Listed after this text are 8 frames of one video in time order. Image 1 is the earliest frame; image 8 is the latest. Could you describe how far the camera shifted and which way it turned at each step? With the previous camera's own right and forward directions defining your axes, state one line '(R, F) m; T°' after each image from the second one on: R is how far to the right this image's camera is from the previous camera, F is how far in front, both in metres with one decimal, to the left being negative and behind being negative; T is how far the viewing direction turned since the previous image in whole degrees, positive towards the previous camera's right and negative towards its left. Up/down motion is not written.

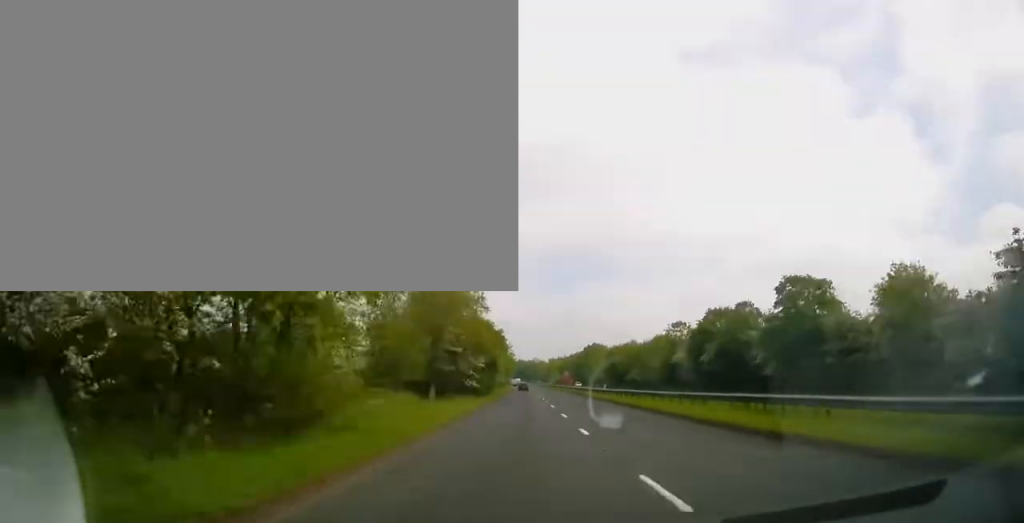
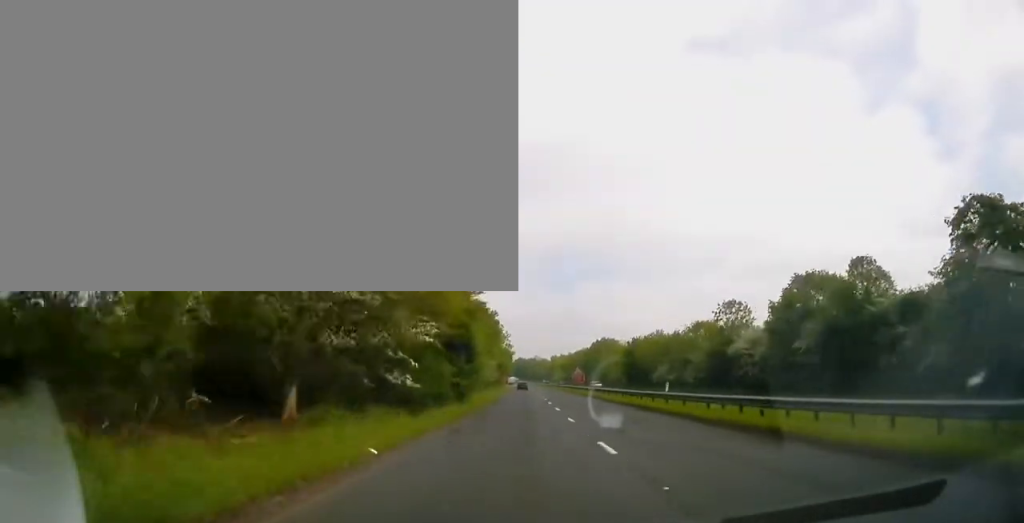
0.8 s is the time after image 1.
(0.0, +22.3) m; 0°
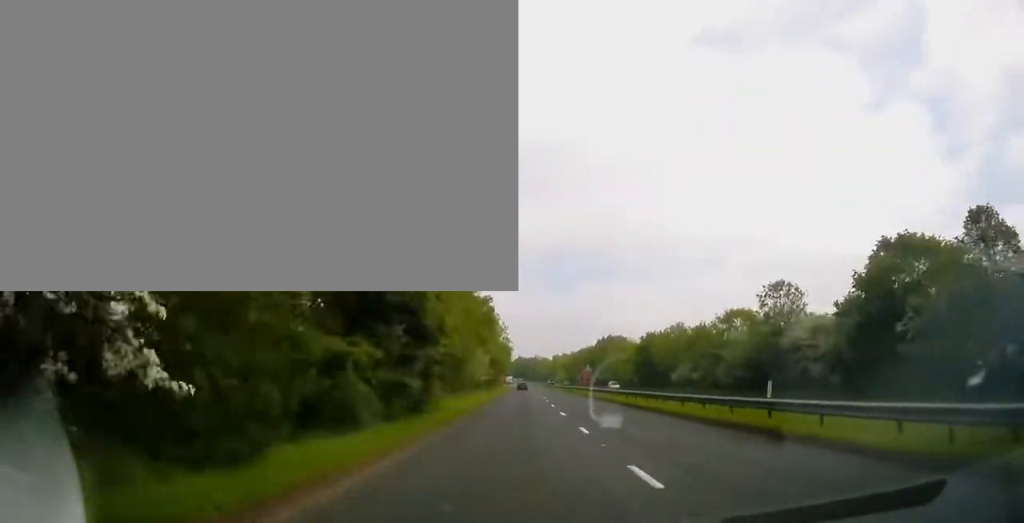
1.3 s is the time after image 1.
(0.0, +12.4) m; 0°
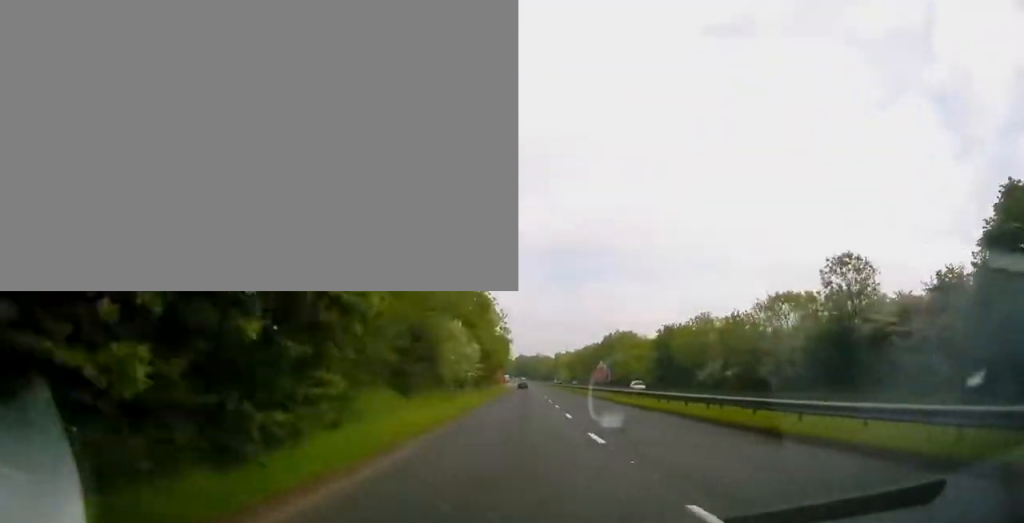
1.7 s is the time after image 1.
(0.0, +10.6) m; 0°
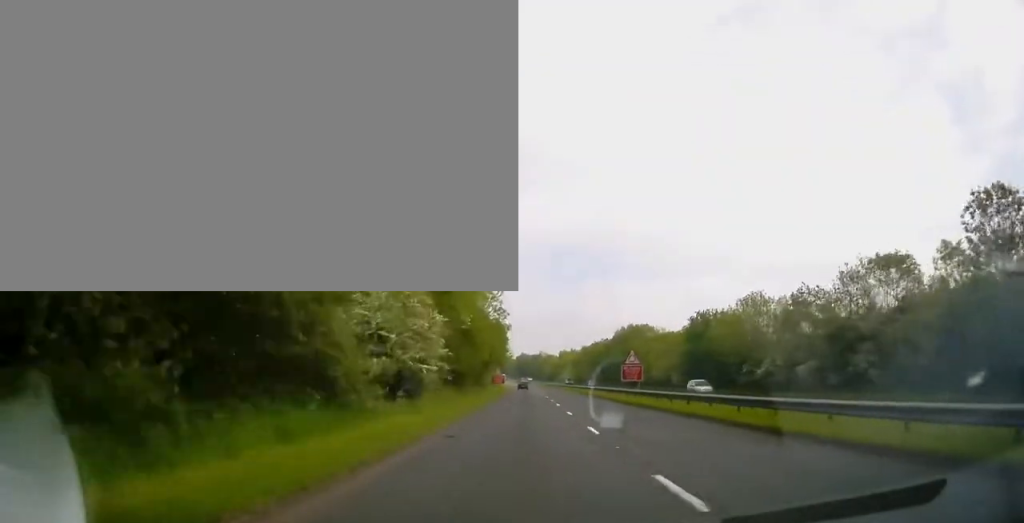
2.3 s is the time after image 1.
(0.0, +15.9) m; 0°
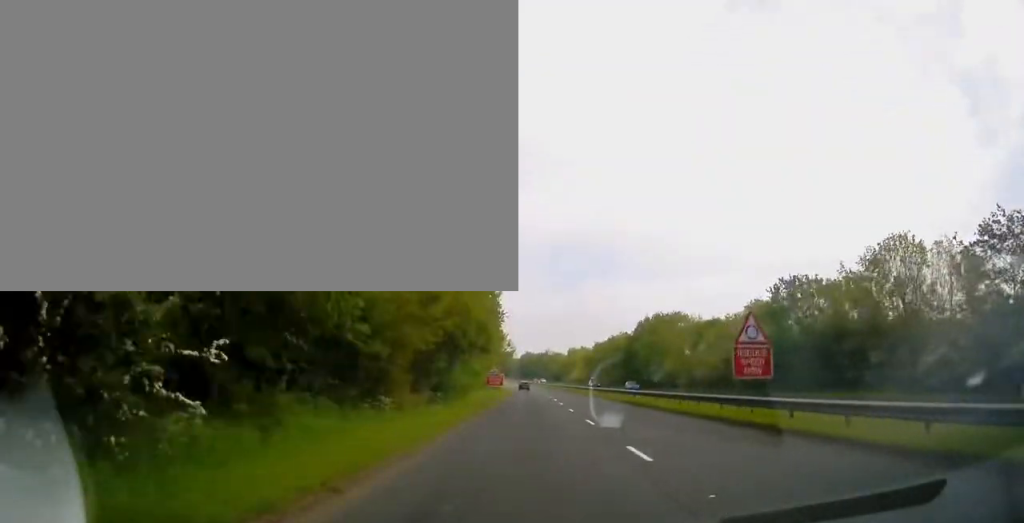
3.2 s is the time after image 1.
(-0.2, +23.6) m; 0°
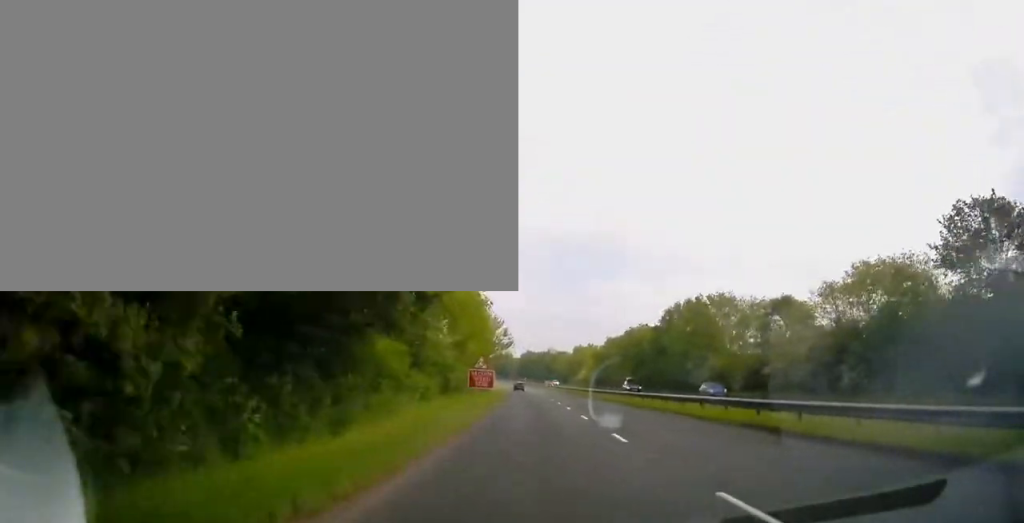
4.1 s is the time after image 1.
(0.0, +22.3) m; 0°
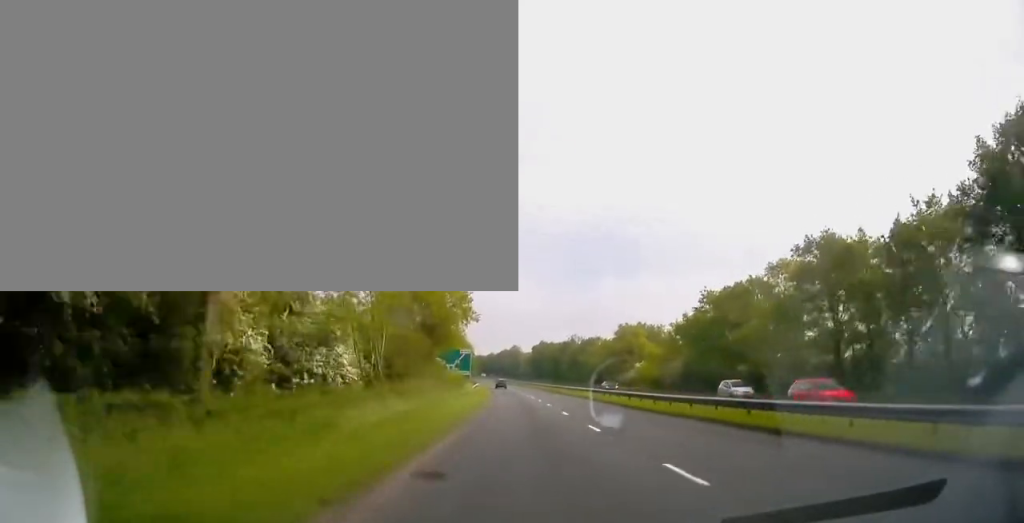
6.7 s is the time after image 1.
(+0.3, +67.4) m; -1°
